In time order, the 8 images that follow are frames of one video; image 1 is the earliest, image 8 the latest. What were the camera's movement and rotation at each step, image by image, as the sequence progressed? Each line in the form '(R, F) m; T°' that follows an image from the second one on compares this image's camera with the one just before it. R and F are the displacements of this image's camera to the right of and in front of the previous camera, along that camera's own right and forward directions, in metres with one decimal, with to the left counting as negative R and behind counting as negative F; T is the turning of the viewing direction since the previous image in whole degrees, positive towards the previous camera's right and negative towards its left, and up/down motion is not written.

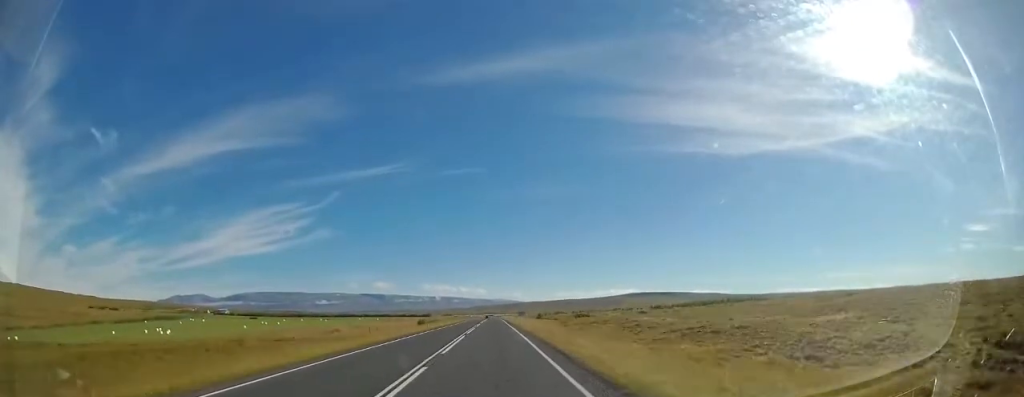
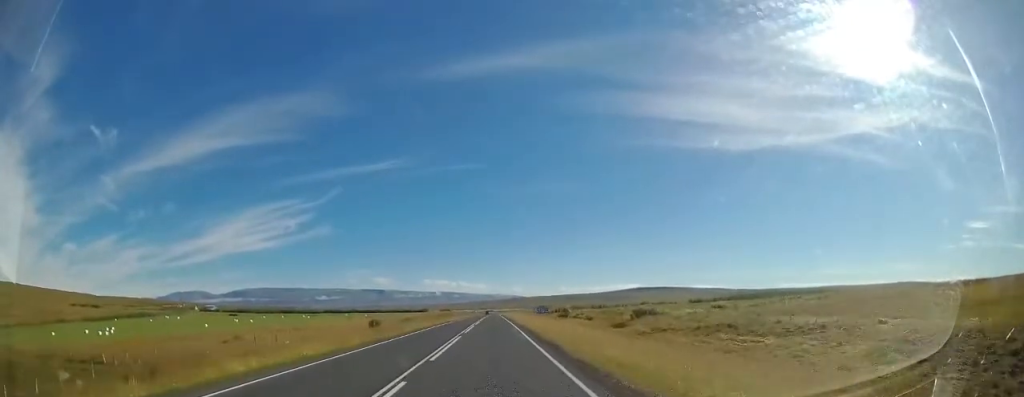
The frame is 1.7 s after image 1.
(0.0, +38.2) m; +1°
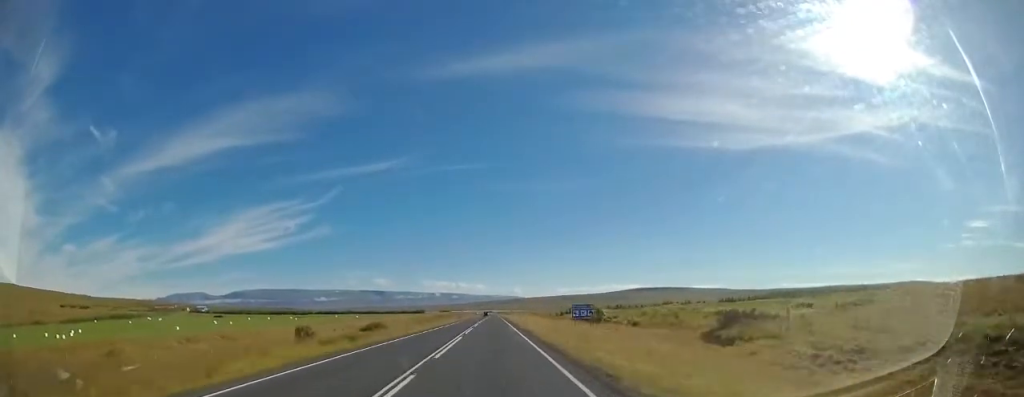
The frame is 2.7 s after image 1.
(+0.2, +23.0) m; +1°
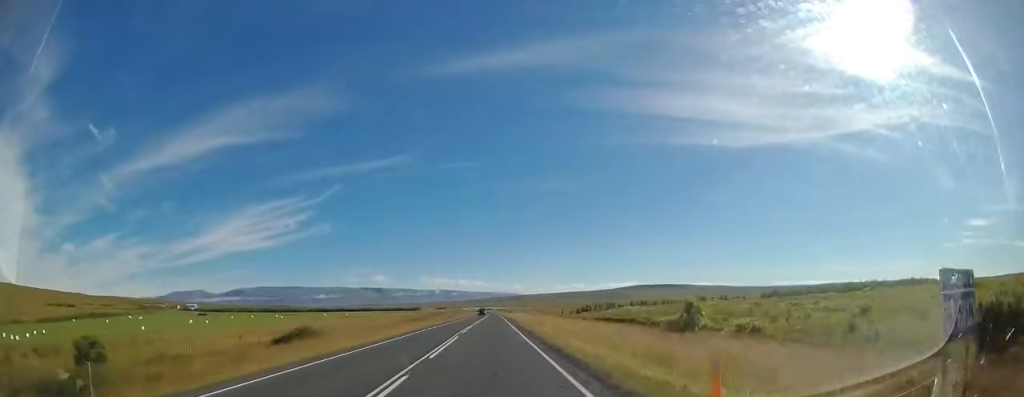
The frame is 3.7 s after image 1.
(0.0, +23.9) m; -1°
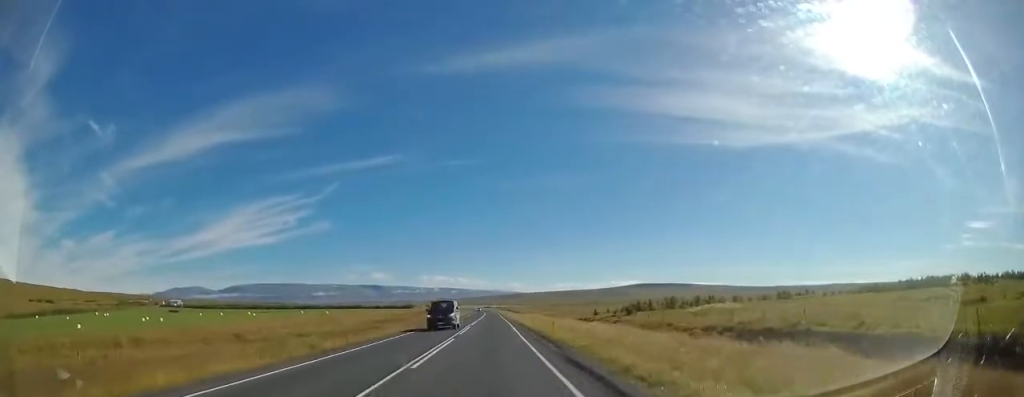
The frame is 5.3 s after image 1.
(-0.5, +37.9) m; -1°
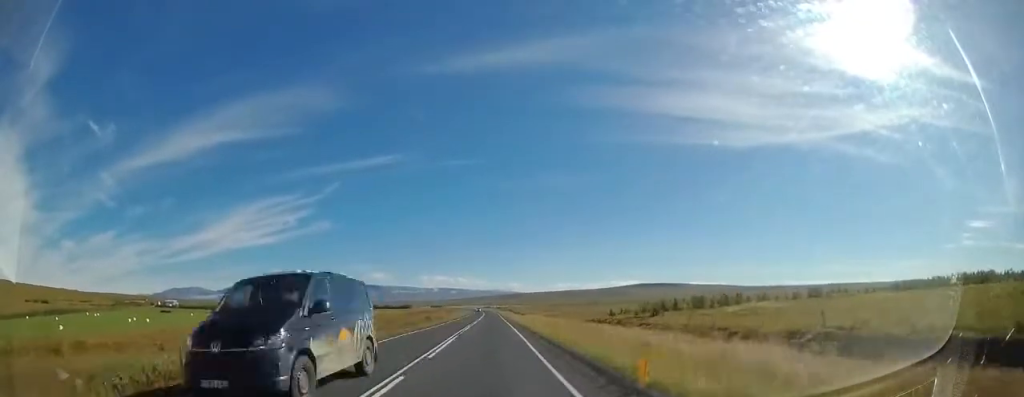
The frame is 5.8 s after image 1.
(0.0, +10.1) m; 0°
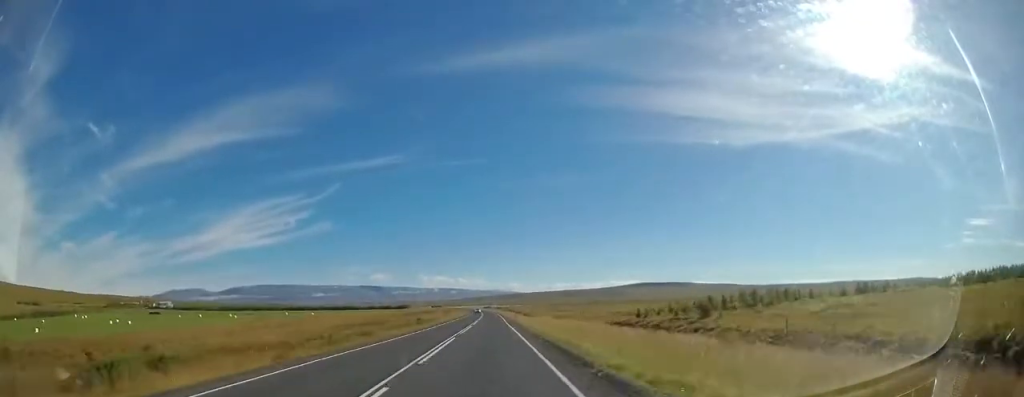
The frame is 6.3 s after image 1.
(0.0, +13.2) m; 0°
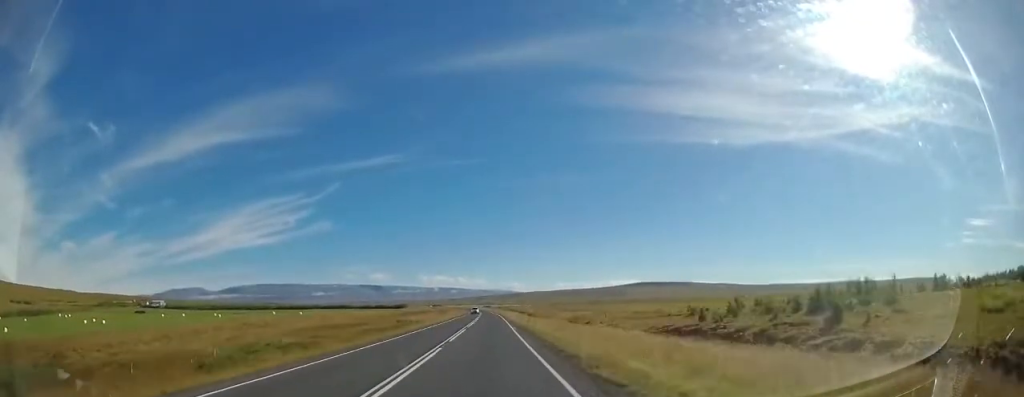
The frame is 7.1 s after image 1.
(0.0, +17.0) m; 0°
